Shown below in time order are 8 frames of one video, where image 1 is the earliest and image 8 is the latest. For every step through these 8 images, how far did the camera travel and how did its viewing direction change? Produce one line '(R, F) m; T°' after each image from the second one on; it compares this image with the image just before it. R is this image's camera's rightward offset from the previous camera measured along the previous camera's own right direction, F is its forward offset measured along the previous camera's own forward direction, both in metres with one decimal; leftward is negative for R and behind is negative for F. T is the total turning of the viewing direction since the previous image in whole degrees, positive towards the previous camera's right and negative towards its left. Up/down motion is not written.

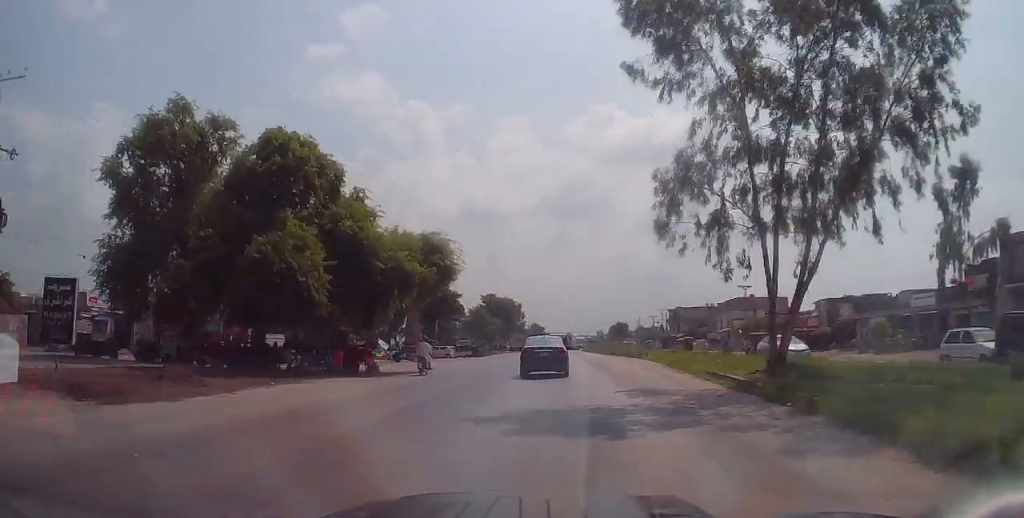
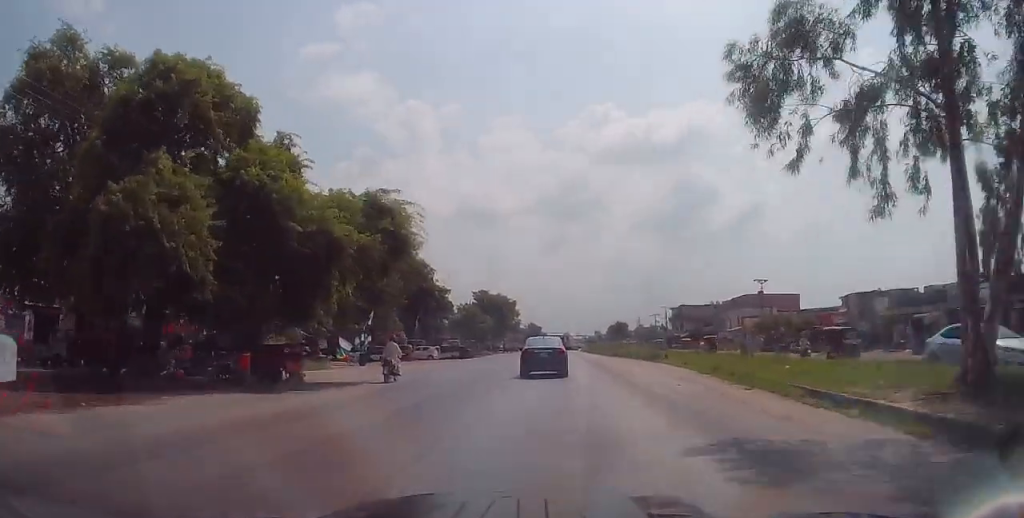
(-0.1, +8.3) m; 0°
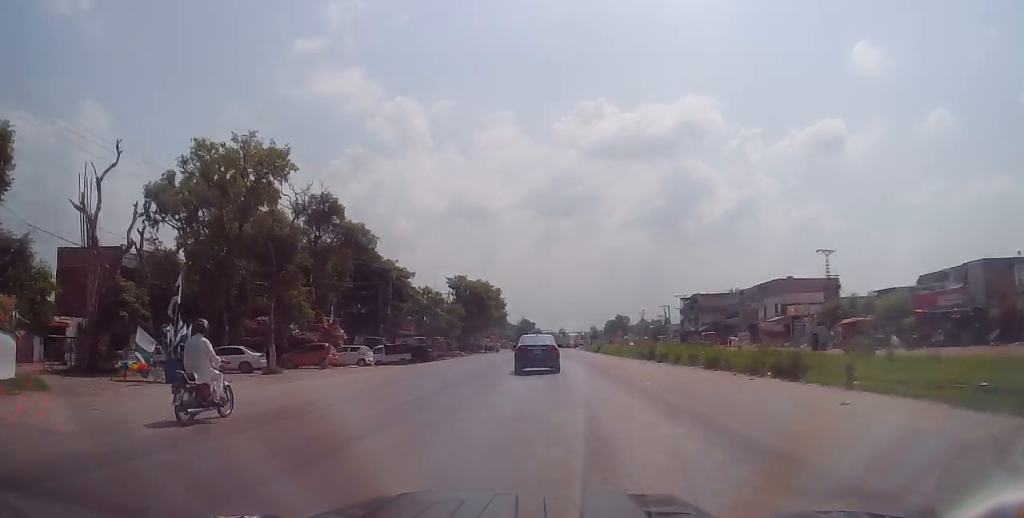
(+0.6, +21.6) m; +1°
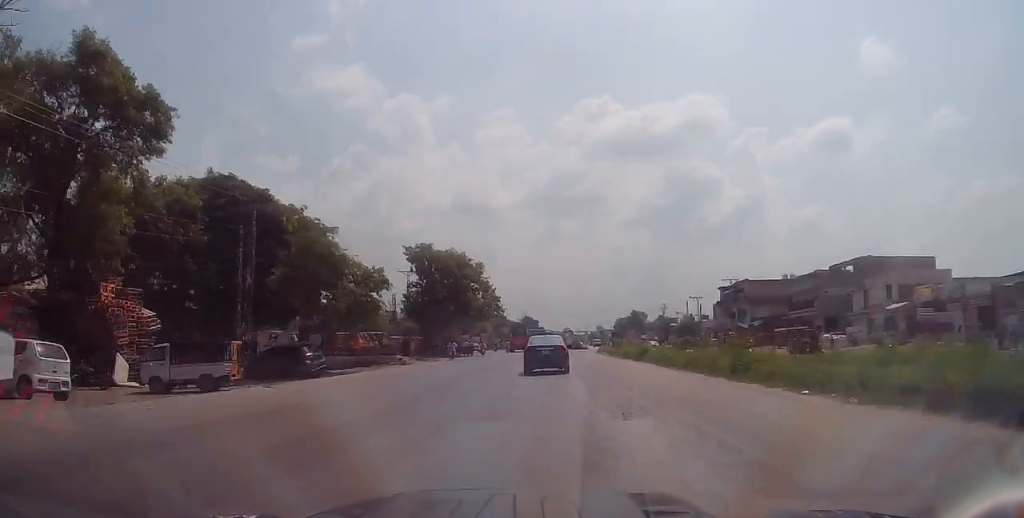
(-0.4, +29.4) m; -2°
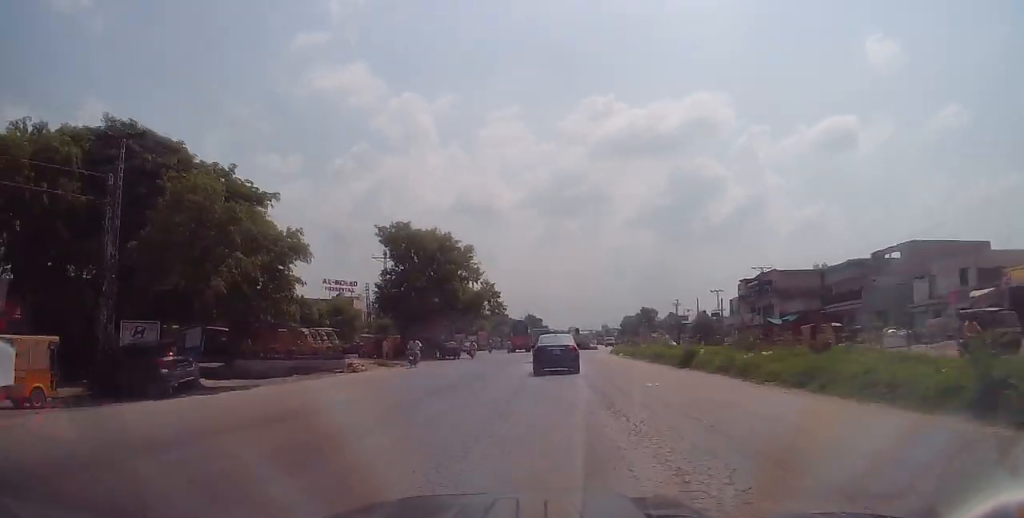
(-0.2, +11.2) m; 0°
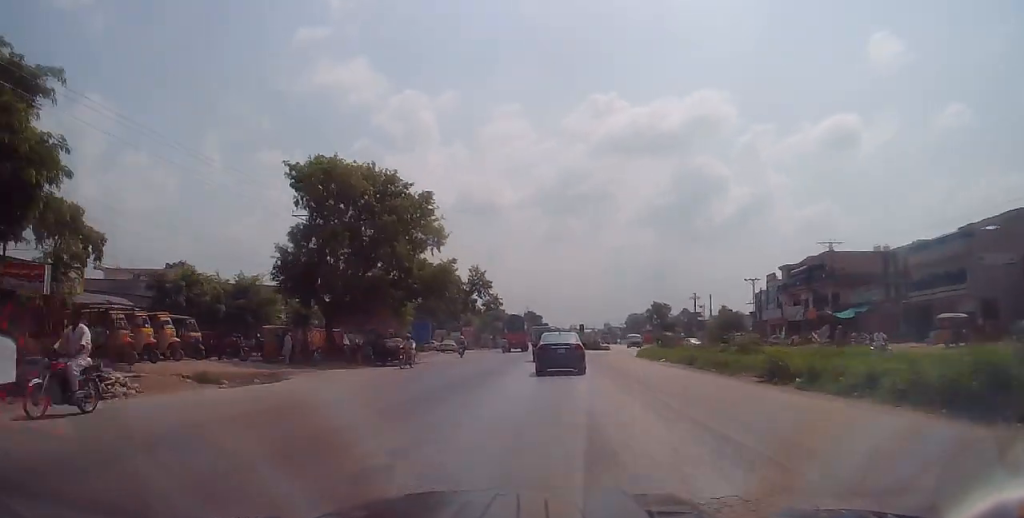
(+0.3, +18.4) m; 0°
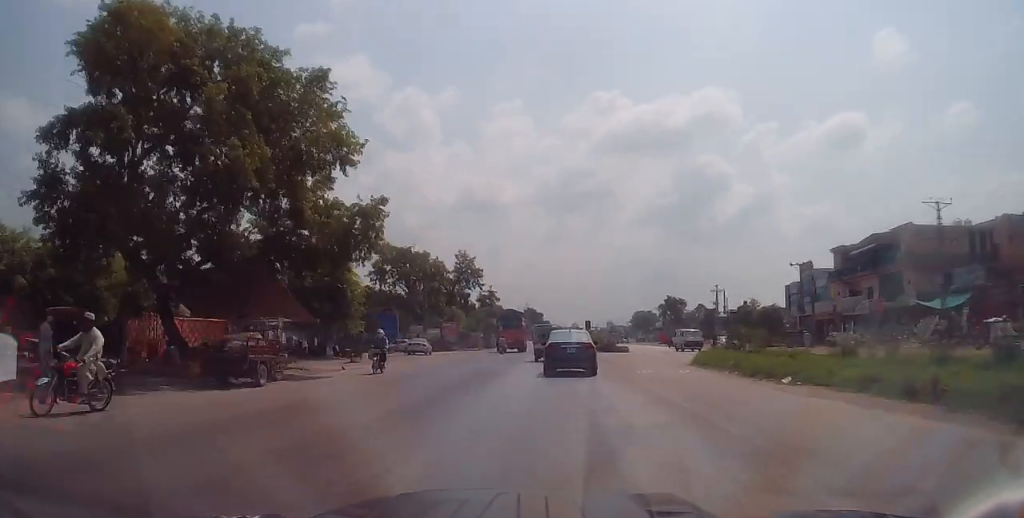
(-0.2, +16.3) m; +1°
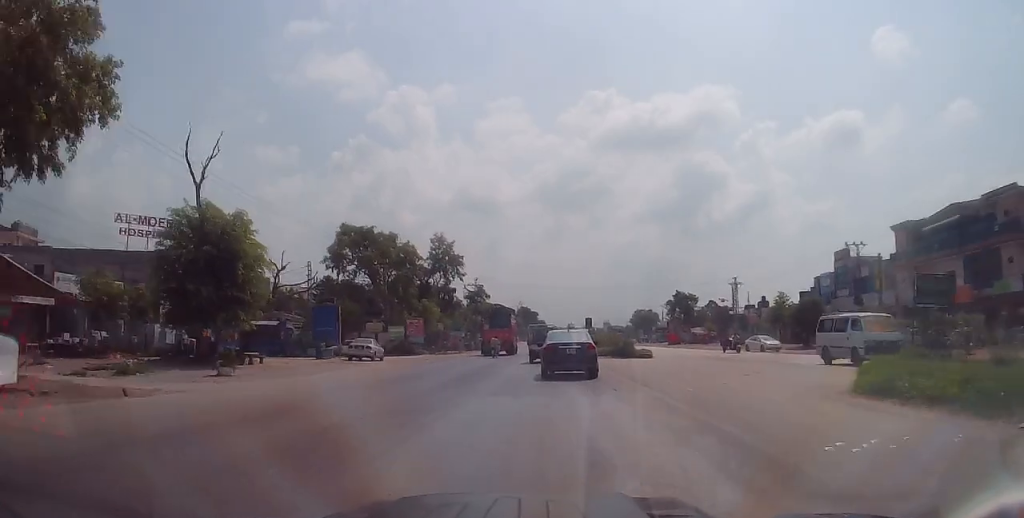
(+0.4, +14.8) m; +1°
